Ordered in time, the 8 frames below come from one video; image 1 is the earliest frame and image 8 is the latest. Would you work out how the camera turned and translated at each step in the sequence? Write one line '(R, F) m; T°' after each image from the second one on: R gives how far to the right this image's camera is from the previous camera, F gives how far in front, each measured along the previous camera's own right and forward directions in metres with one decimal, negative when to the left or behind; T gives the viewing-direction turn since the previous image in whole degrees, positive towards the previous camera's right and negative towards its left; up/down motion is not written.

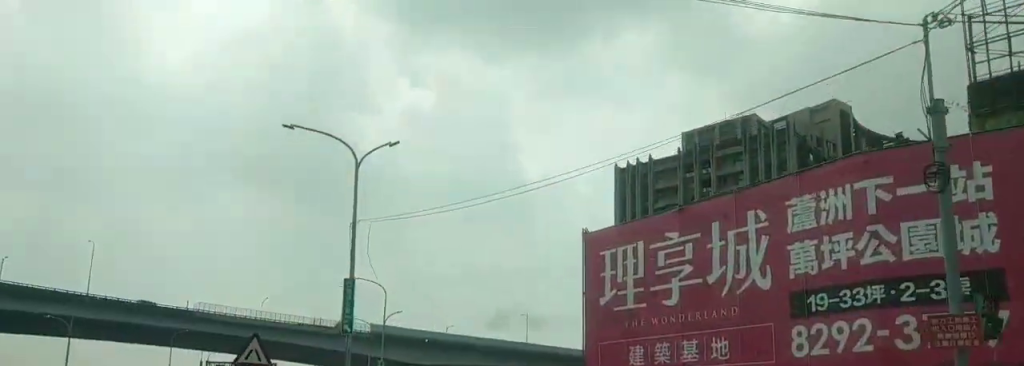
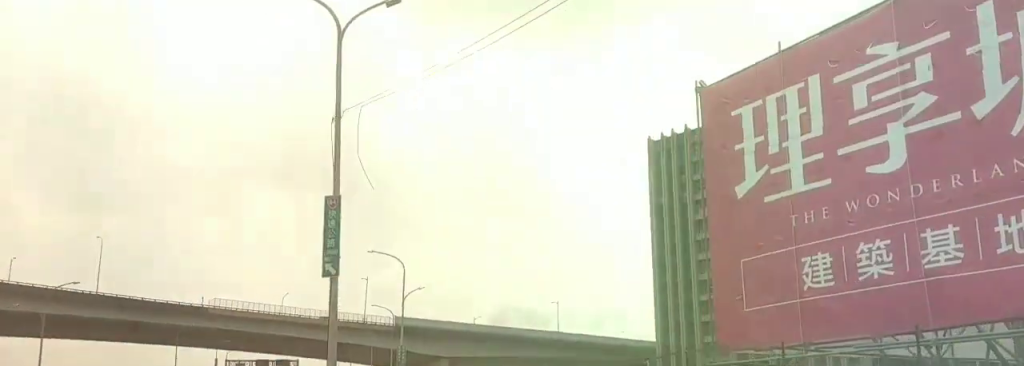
(+0.1, +9.3) m; +1°
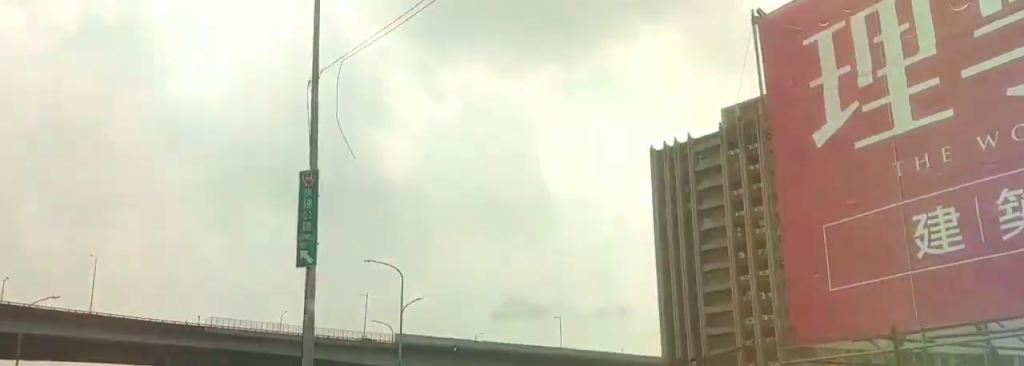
(-0.1, +3.0) m; +1°
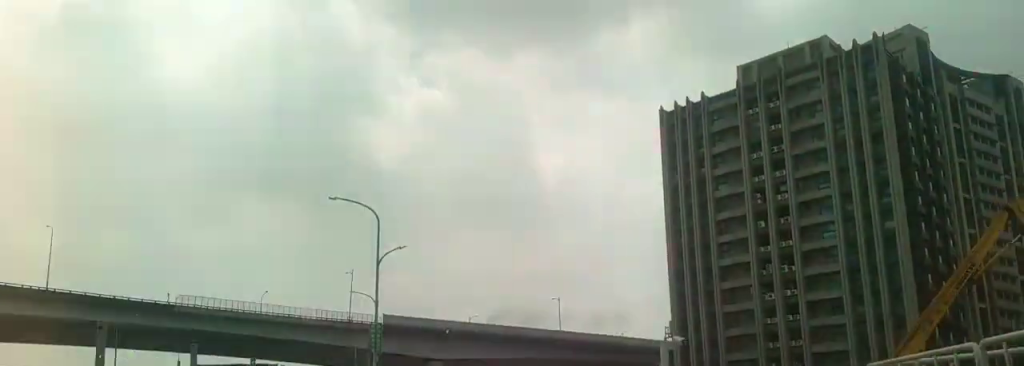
(0.0, +10.4) m; -2°
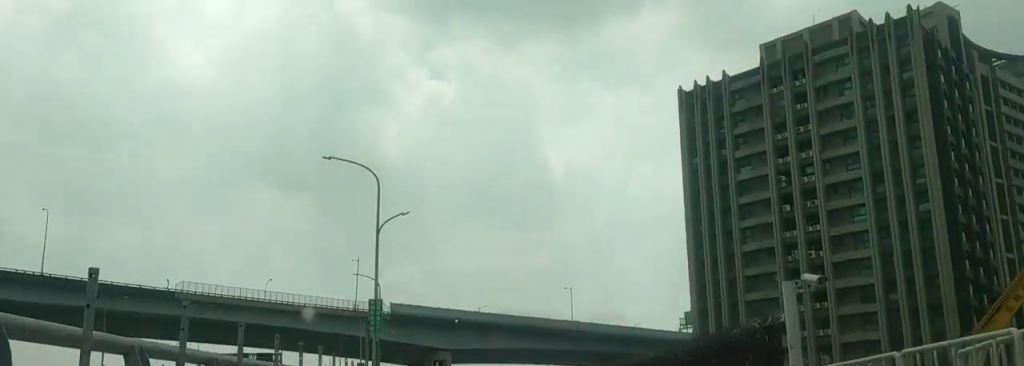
(-0.5, +4.9) m; +1°
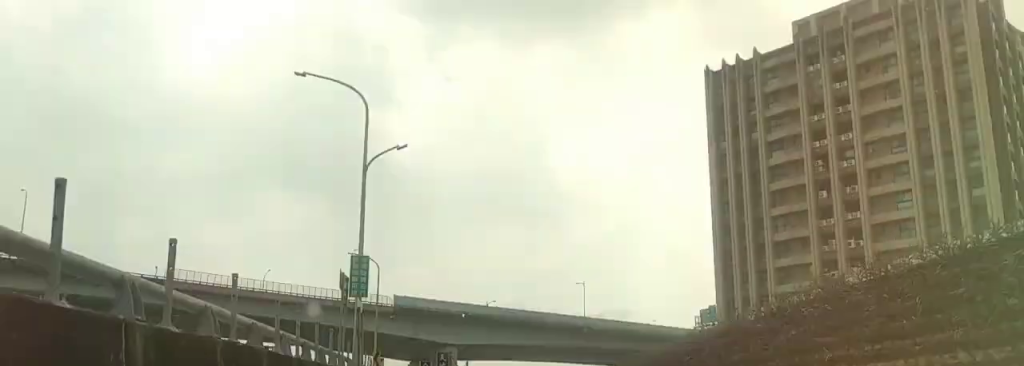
(+0.9, +8.7) m; +4°
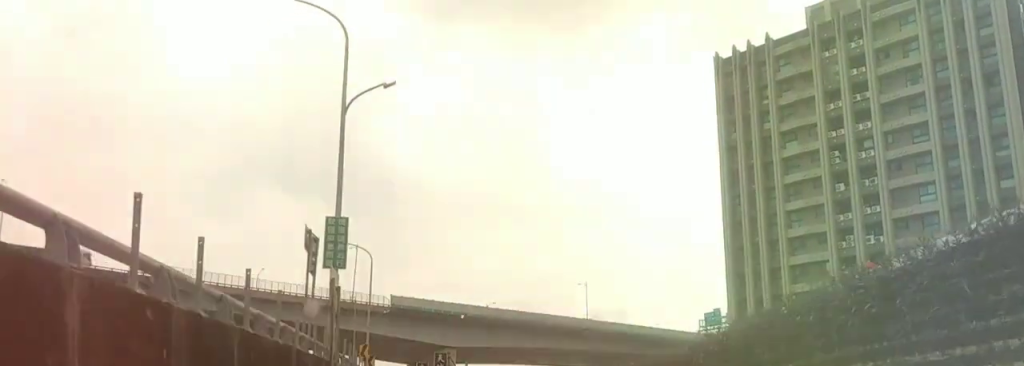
(-0.4, +5.5) m; -4°
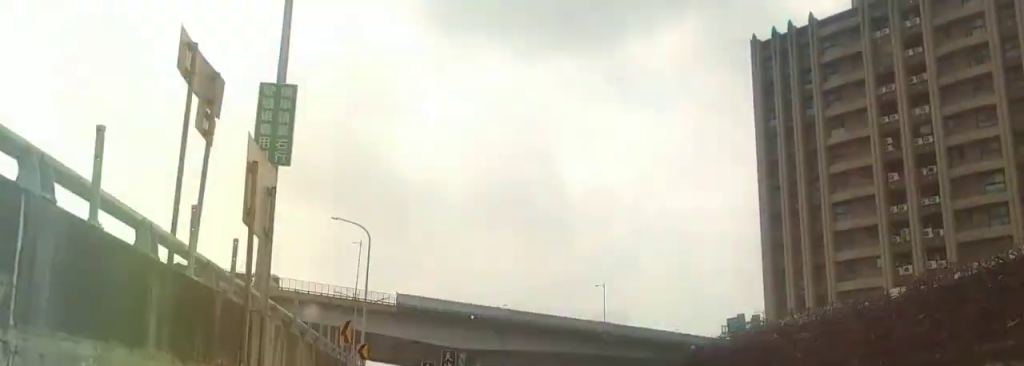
(-0.3, +8.8) m; -3°
